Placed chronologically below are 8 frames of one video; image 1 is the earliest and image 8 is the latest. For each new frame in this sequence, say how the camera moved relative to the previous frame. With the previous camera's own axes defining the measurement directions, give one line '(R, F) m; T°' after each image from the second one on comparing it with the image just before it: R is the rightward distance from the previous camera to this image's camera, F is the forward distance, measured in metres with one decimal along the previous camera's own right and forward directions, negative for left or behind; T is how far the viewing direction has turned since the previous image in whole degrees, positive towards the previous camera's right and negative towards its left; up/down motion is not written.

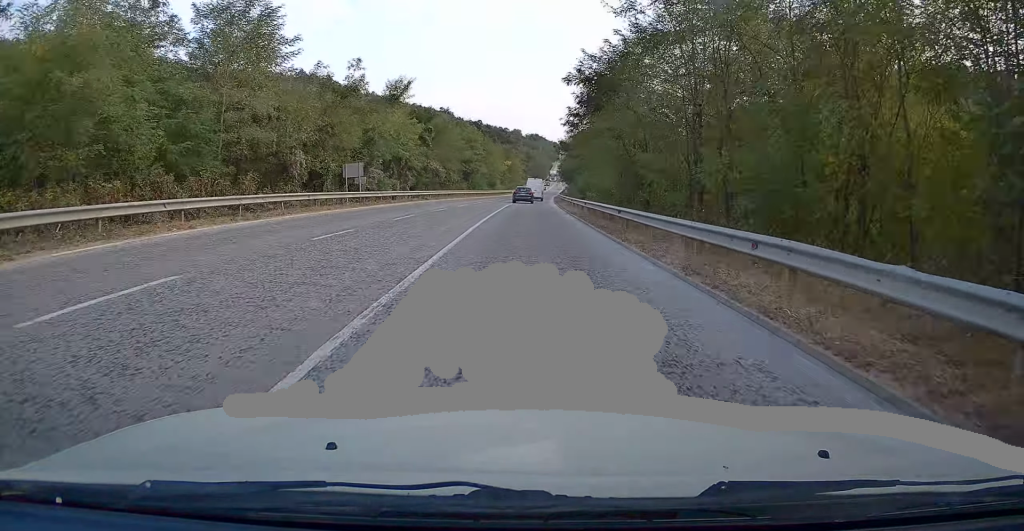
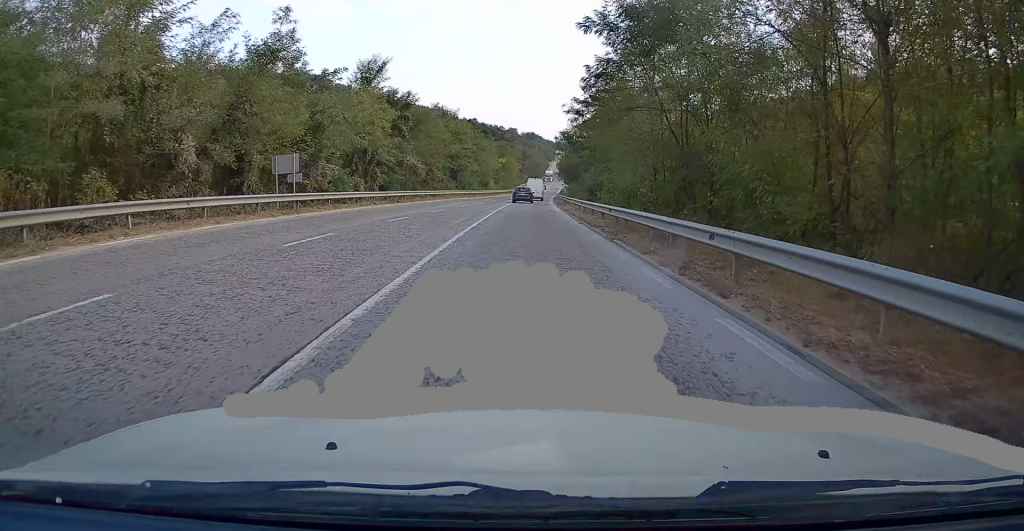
(+0.1, +10.3) m; +1°
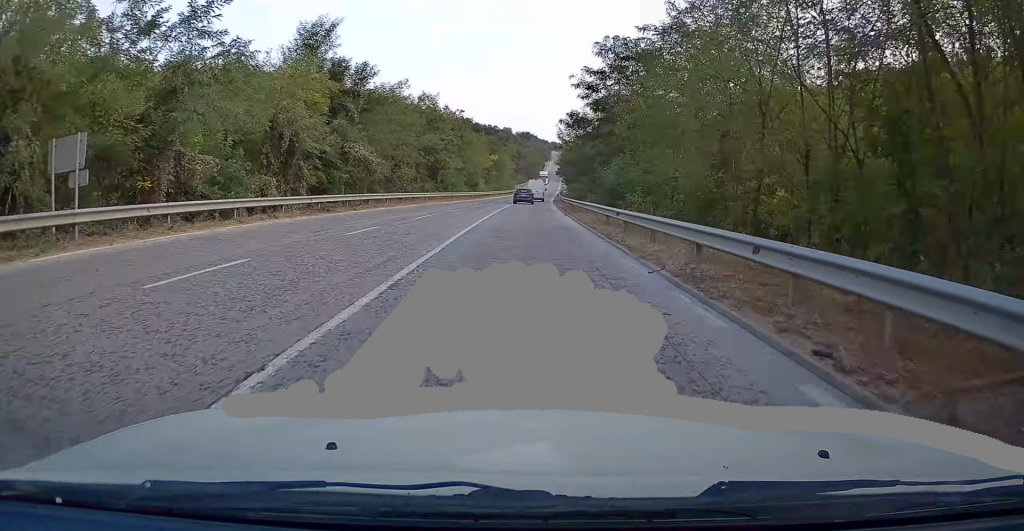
(+0.1, +14.1) m; +1°
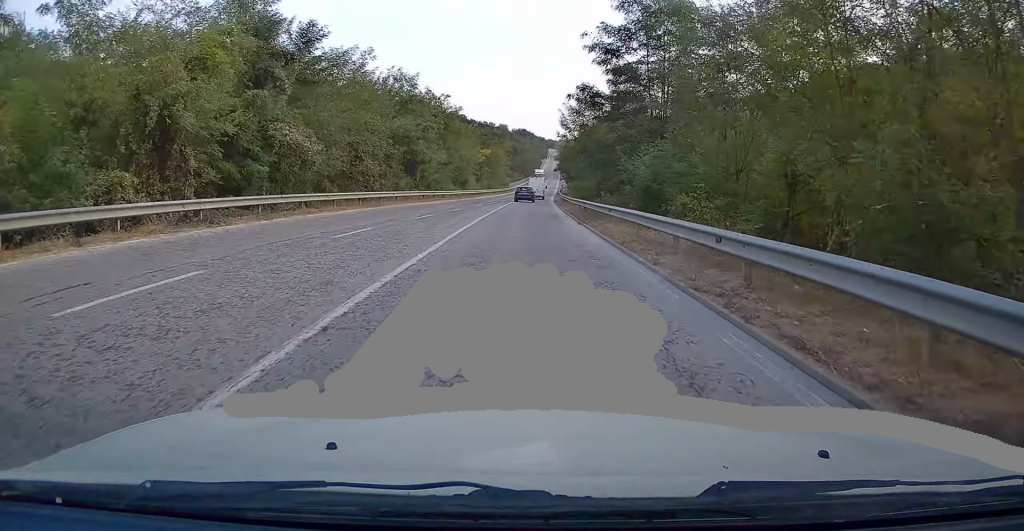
(0.0, +10.4) m; 0°
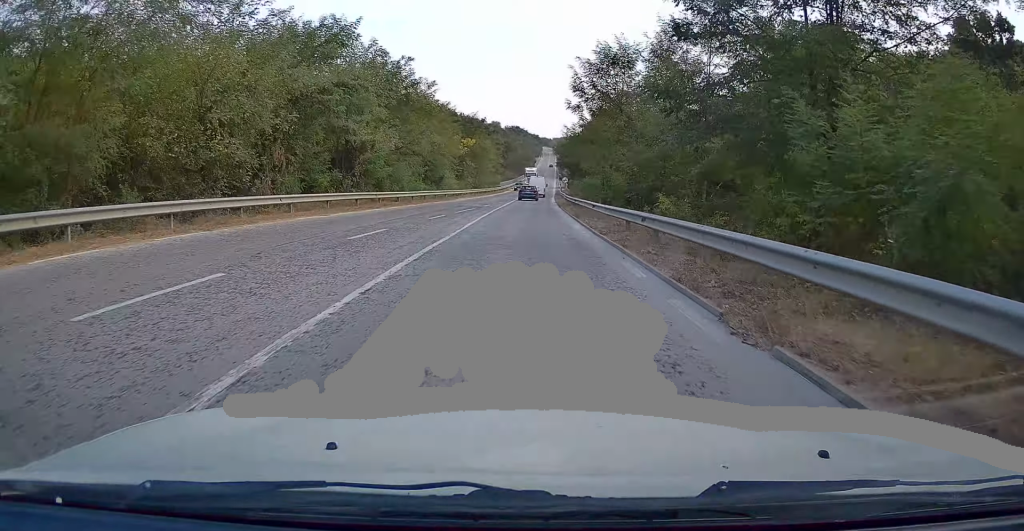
(+0.1, +17.9) m; +1°
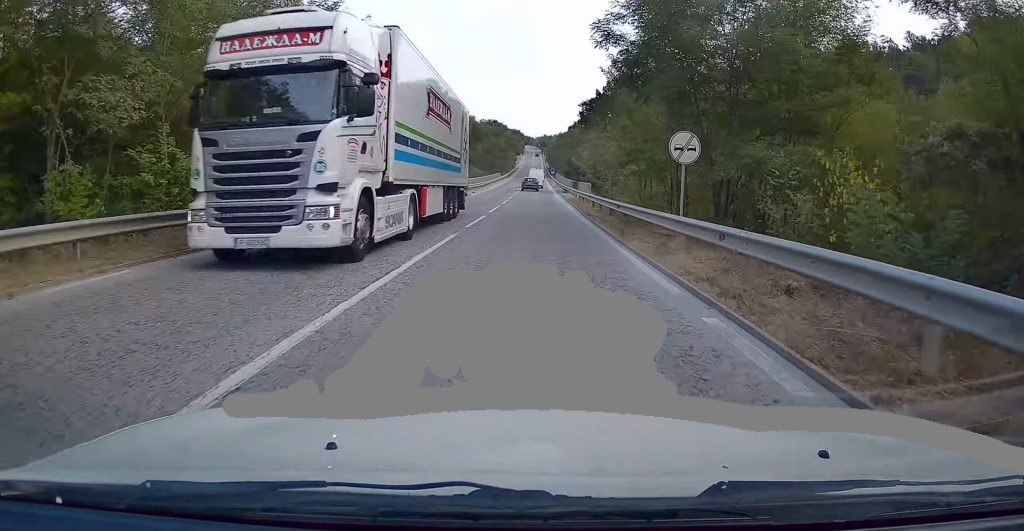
(+1.0, +65.6) m; +2°
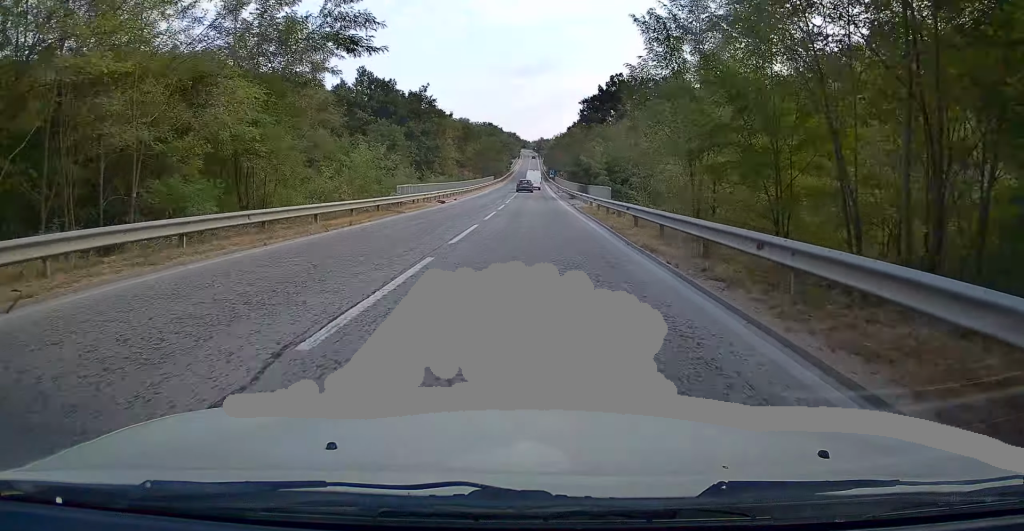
(+0.1, +13.0) m; 0°
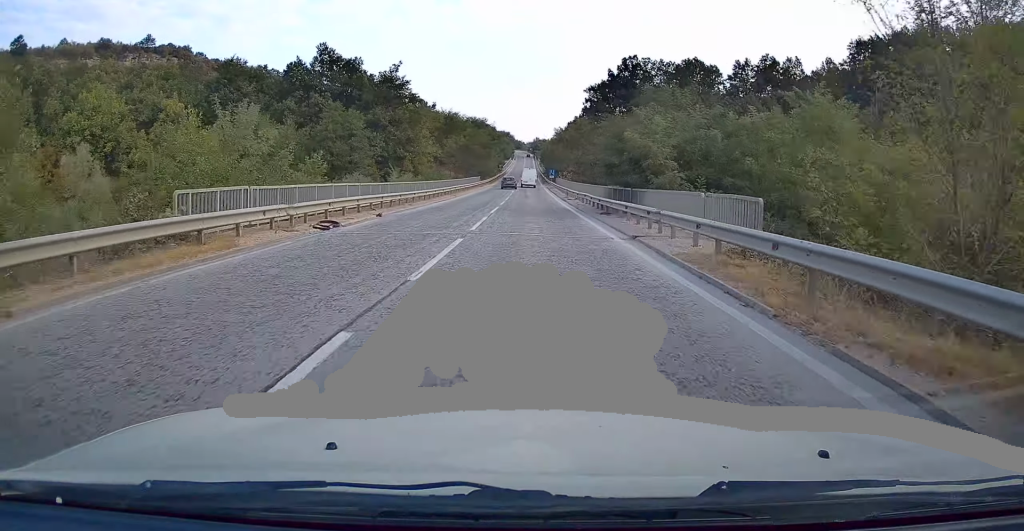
(+0.1, +23.7) m; 0°
